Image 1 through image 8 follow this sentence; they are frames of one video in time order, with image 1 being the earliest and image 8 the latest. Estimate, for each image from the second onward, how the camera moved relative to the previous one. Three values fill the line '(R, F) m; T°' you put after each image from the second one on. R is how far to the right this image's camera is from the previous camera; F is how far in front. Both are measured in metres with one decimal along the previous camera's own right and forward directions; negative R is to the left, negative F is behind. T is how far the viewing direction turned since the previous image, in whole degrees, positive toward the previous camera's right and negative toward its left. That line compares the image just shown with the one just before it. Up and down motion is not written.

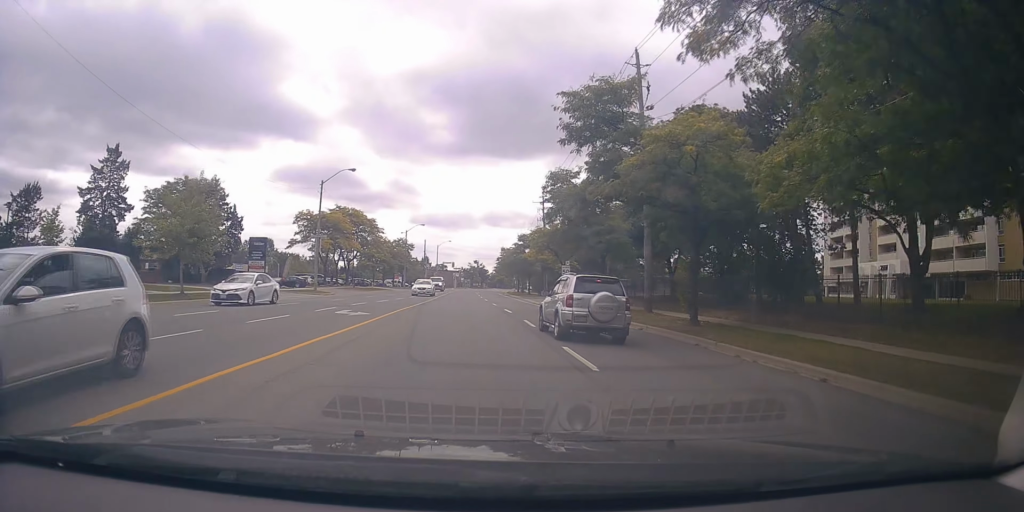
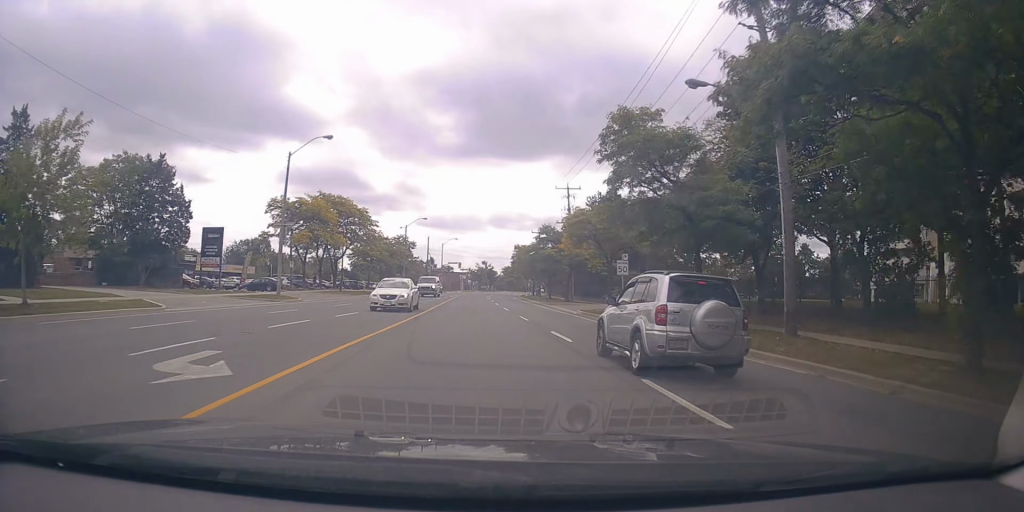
(-0.6, +12.8) m; 0°
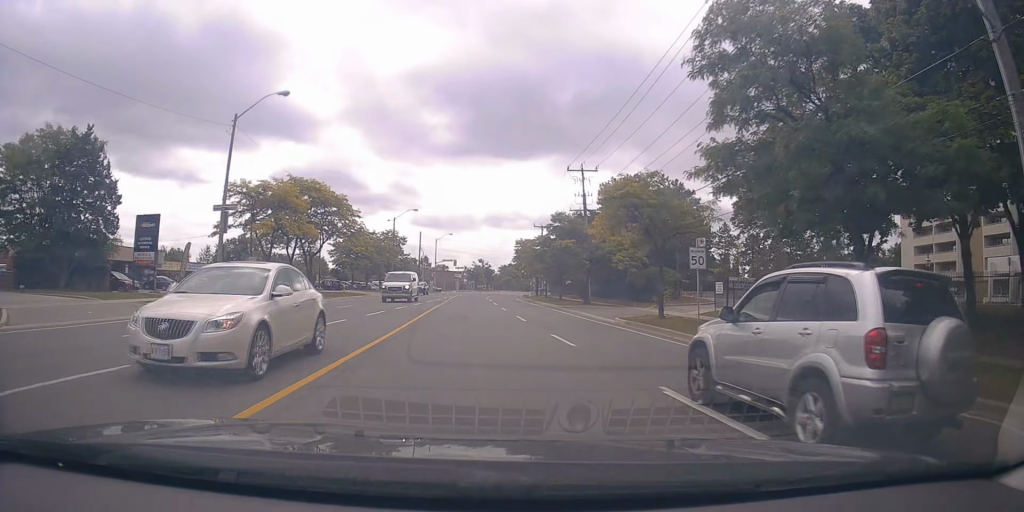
(+0.4, +10.0) m; +3°
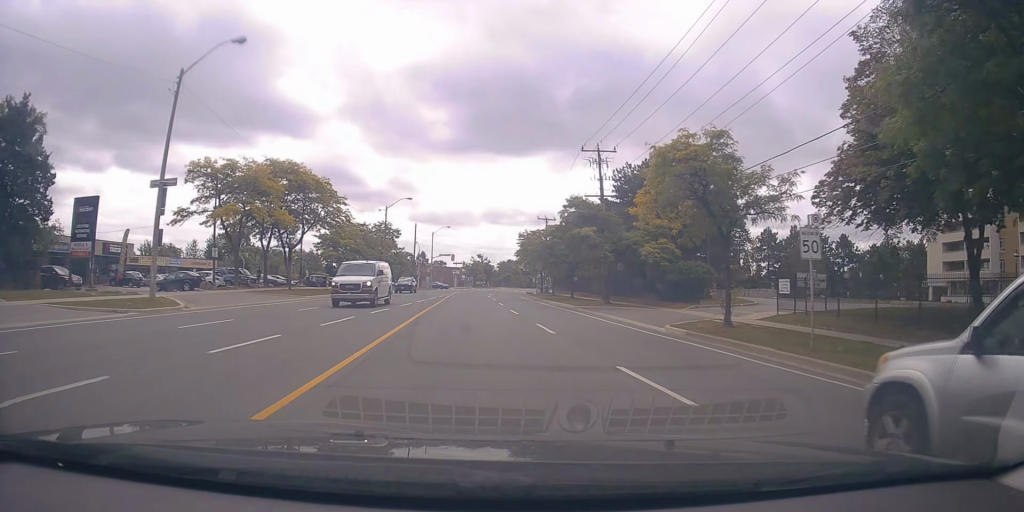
(+0.1, +7.0) m; 0°
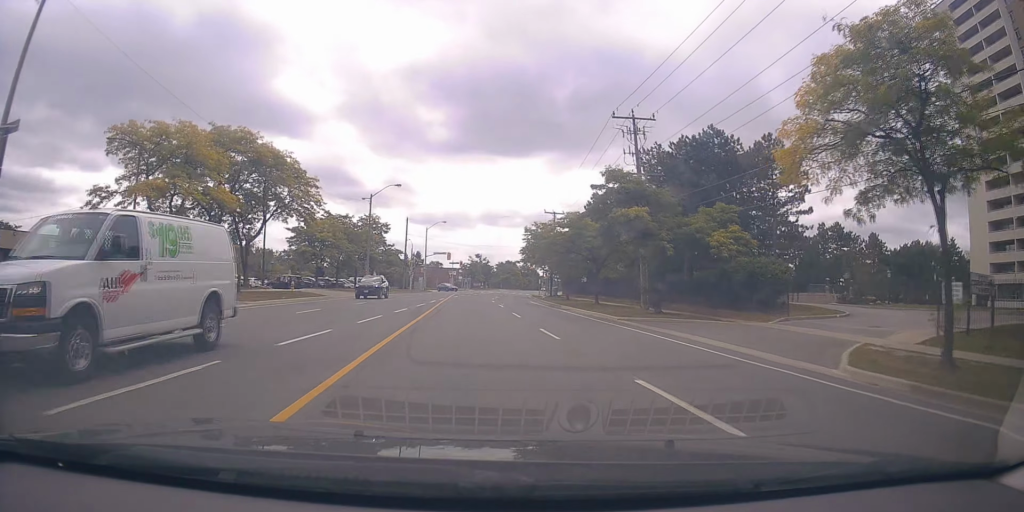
(+0.2, +10.5) m; -1°
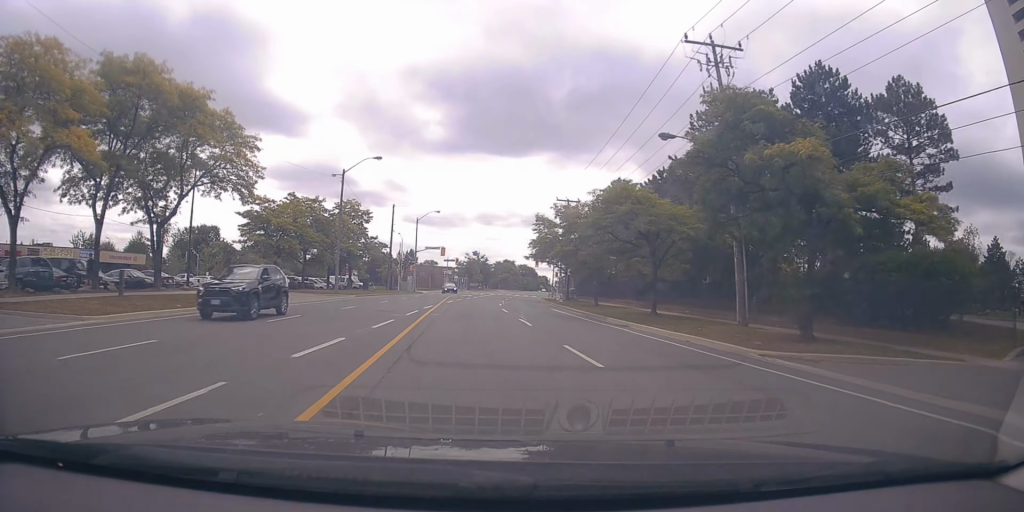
(-0.5, +13.2) m; -1°
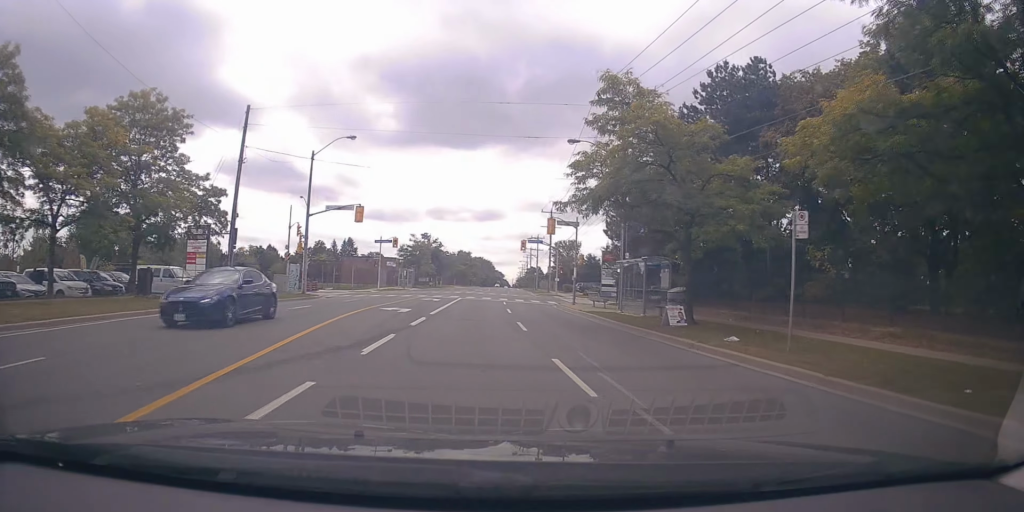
(+2.4, +38.9) m; +8°
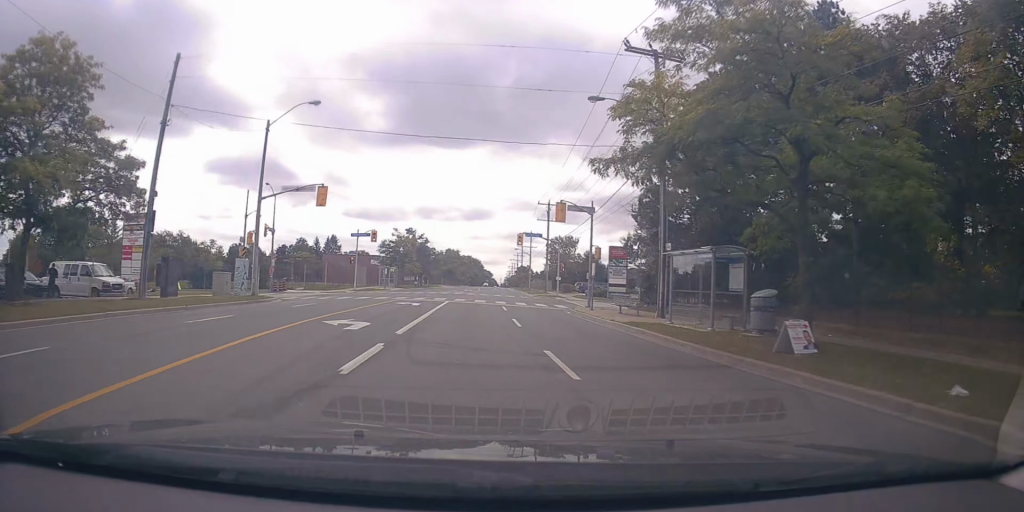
(+0.1, +8.1) m; +2°
